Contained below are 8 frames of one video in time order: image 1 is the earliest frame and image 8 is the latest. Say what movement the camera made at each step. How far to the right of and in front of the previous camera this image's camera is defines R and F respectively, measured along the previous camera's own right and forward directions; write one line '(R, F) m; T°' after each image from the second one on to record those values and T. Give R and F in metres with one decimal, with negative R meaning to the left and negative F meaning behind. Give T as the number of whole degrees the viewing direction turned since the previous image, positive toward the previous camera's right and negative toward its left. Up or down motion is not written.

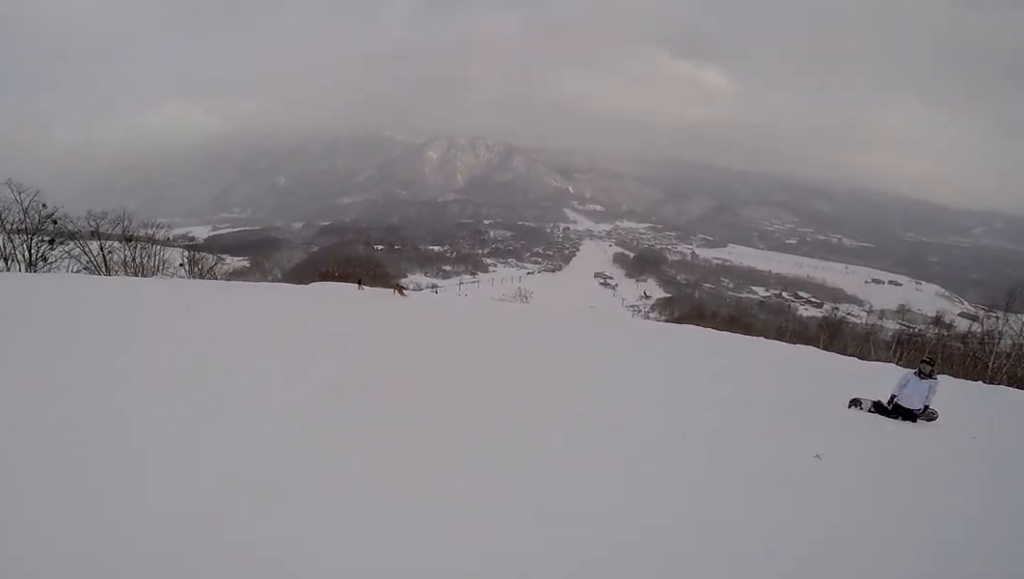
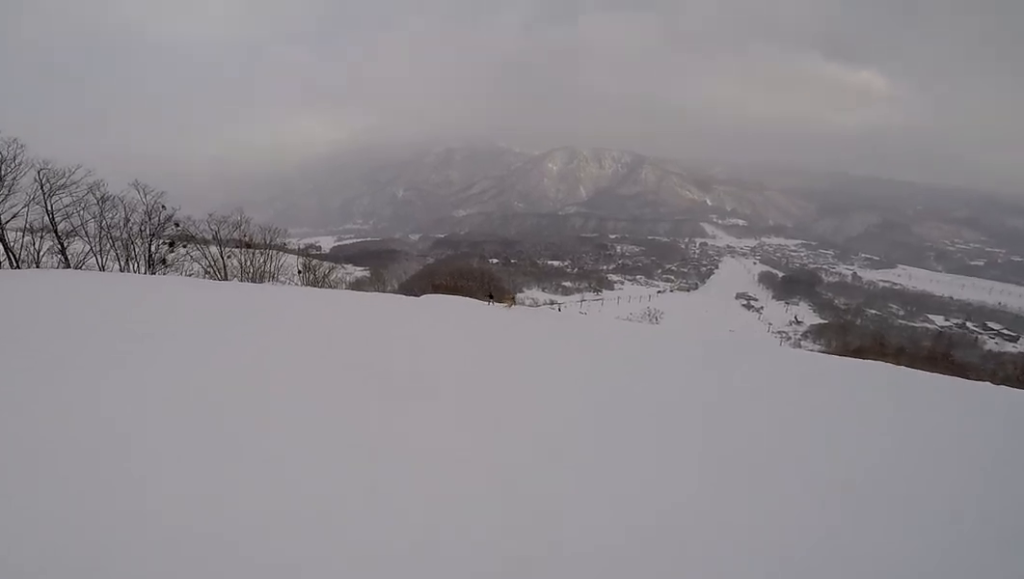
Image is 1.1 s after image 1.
(+0.2, +4.6) m; -3°
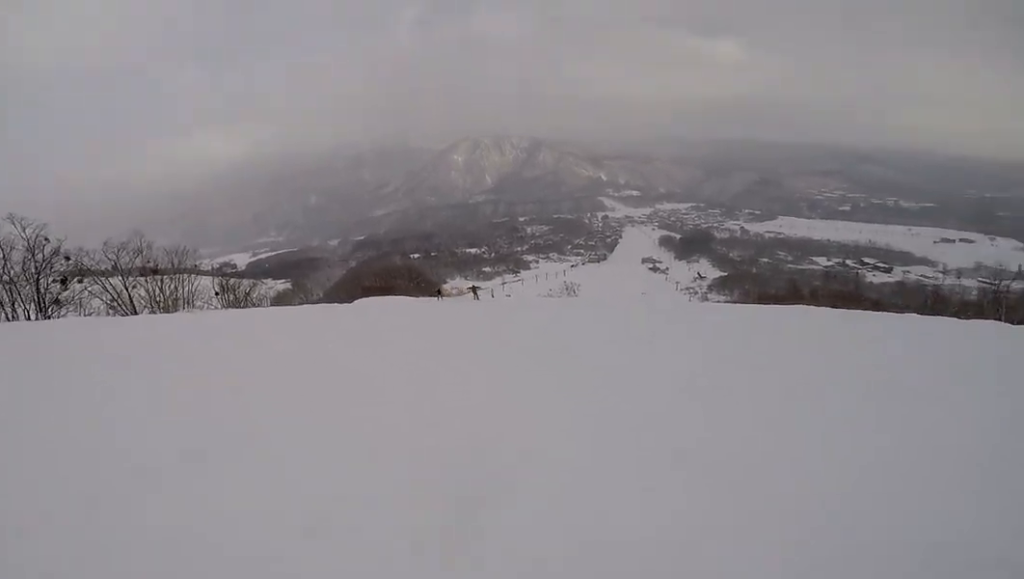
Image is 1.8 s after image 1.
(-0.8, +2.9) m; +3°
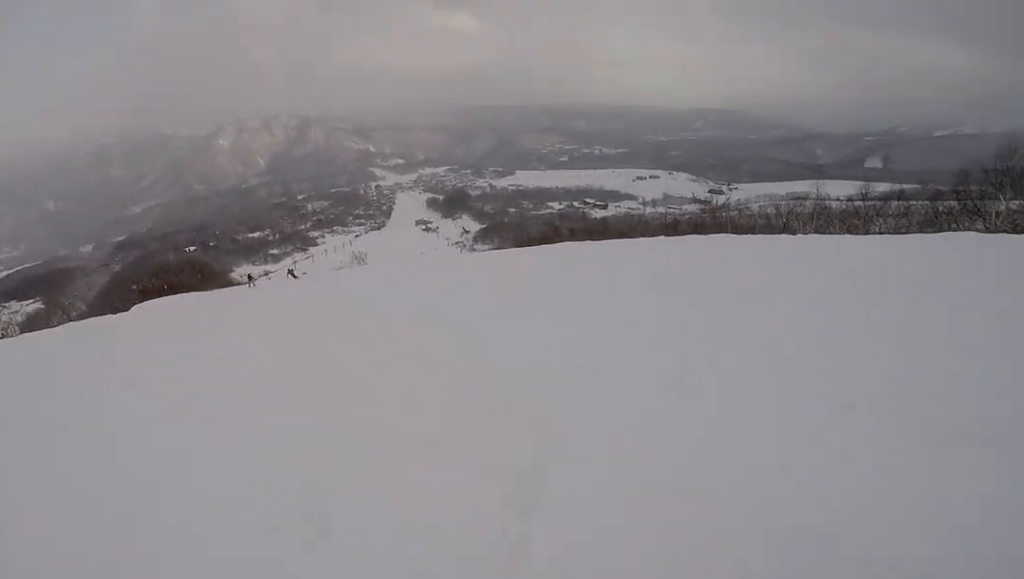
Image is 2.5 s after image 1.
(+0.8, +2.7) m; +16°
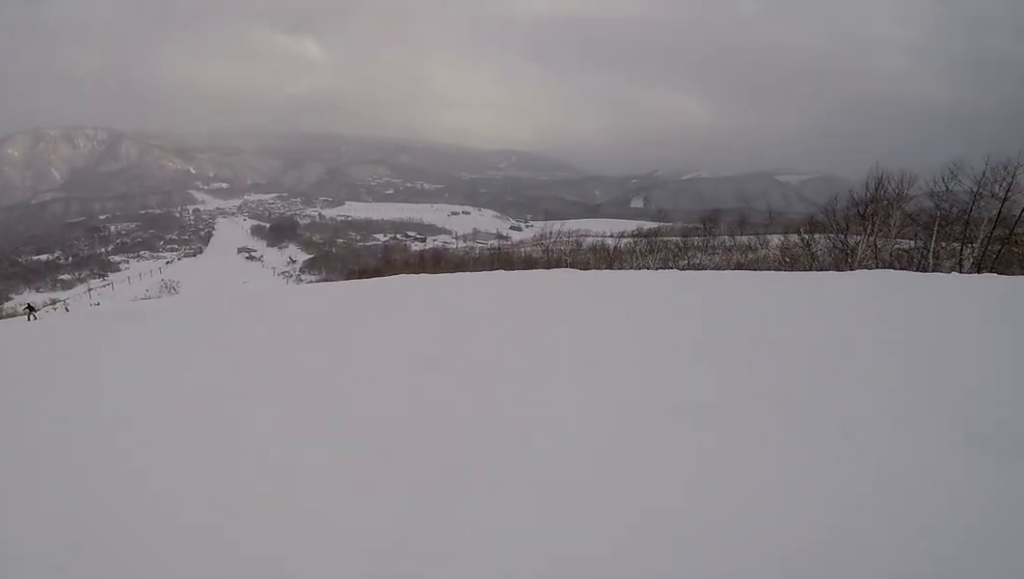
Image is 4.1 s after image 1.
(+1.4, +6.8) m; +13°
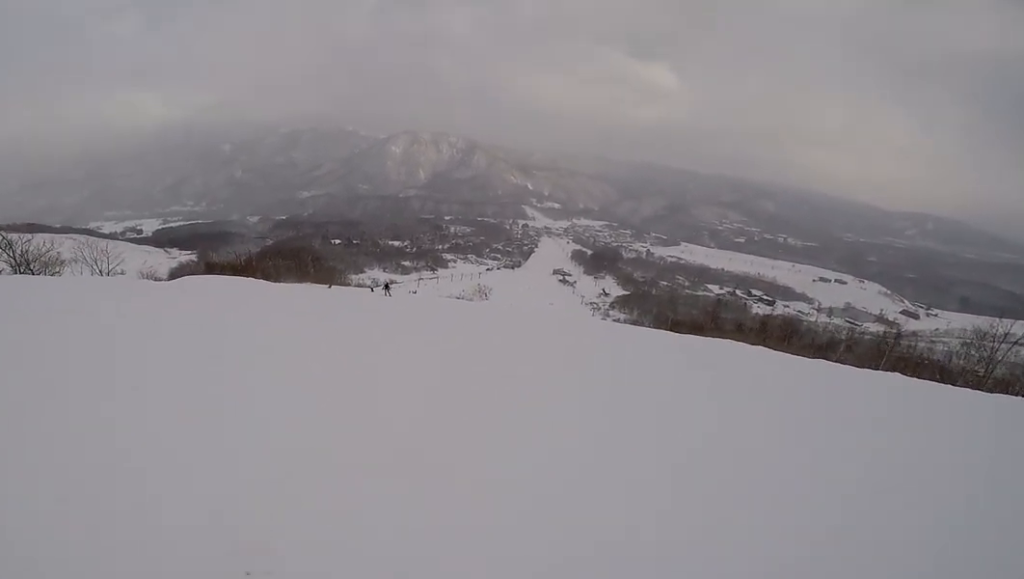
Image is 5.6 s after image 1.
(-0.3, +6.4) m; -24°
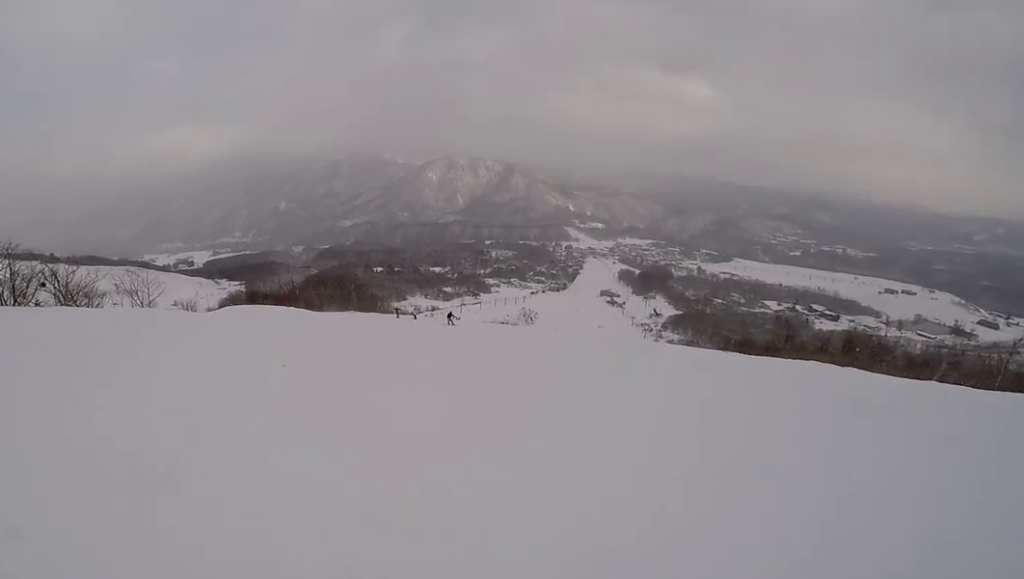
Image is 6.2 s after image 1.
(-0.5, +2.2) m; -13°
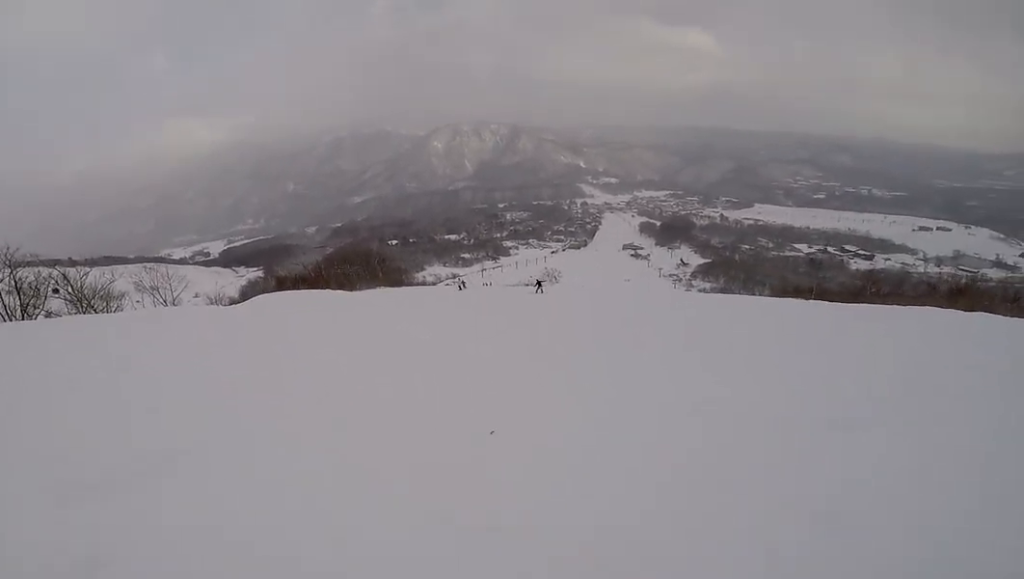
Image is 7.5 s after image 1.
(-1.3, +5.5) m; +1°
